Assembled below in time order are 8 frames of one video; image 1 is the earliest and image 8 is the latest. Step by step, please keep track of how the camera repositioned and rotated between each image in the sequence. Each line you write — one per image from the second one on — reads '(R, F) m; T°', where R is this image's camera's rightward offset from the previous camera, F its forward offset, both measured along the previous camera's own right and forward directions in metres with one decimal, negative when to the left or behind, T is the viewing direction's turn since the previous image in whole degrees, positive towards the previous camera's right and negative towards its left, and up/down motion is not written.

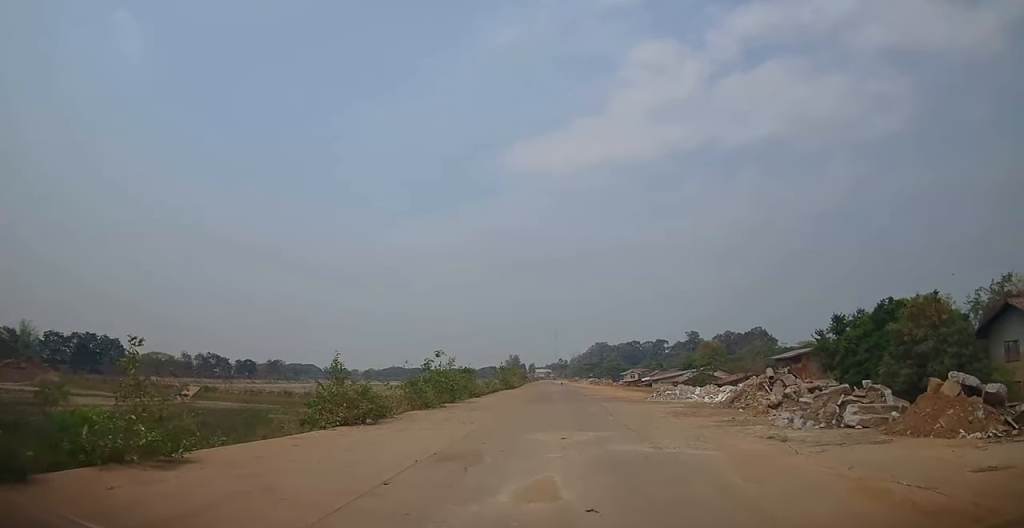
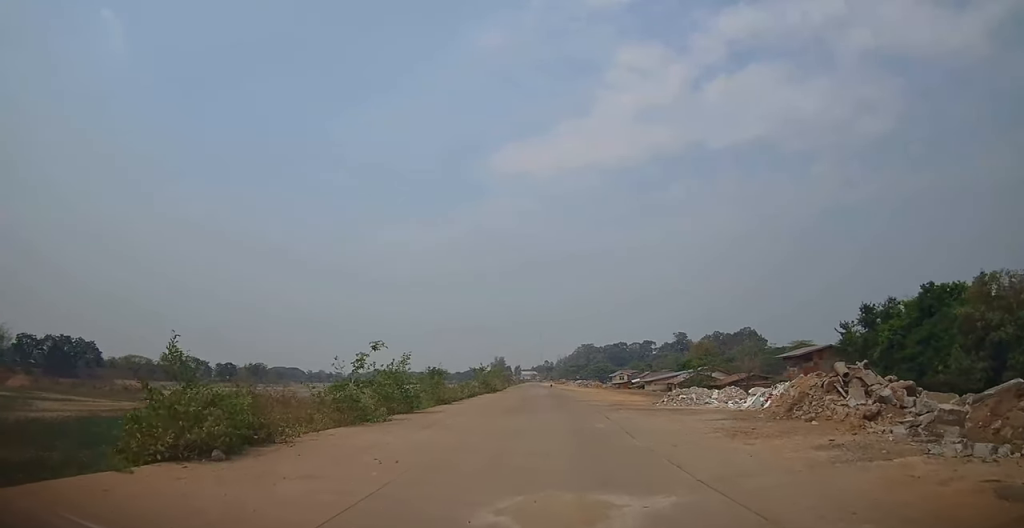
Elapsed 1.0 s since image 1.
(0.0, +6.2) m; 0°
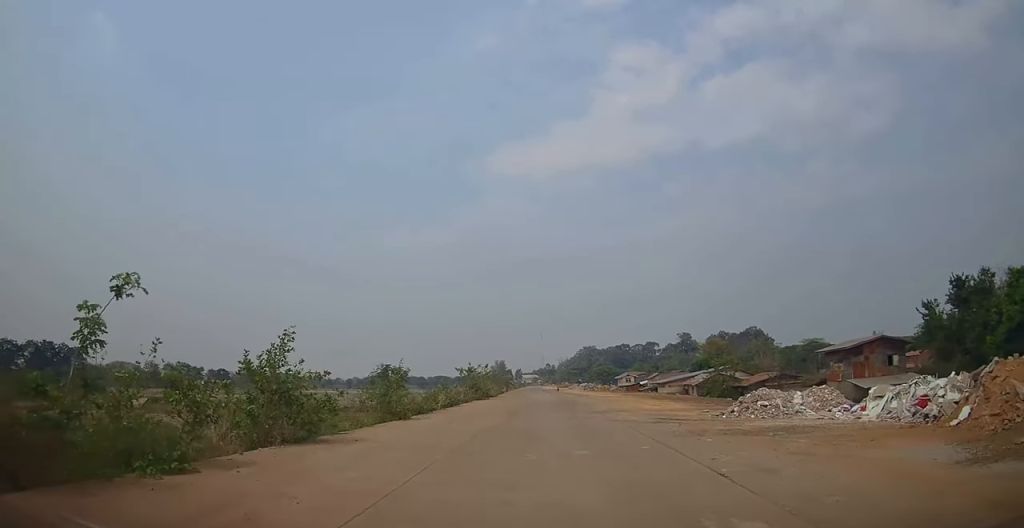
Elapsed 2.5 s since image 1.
(0.0, +9.5) m; 0°
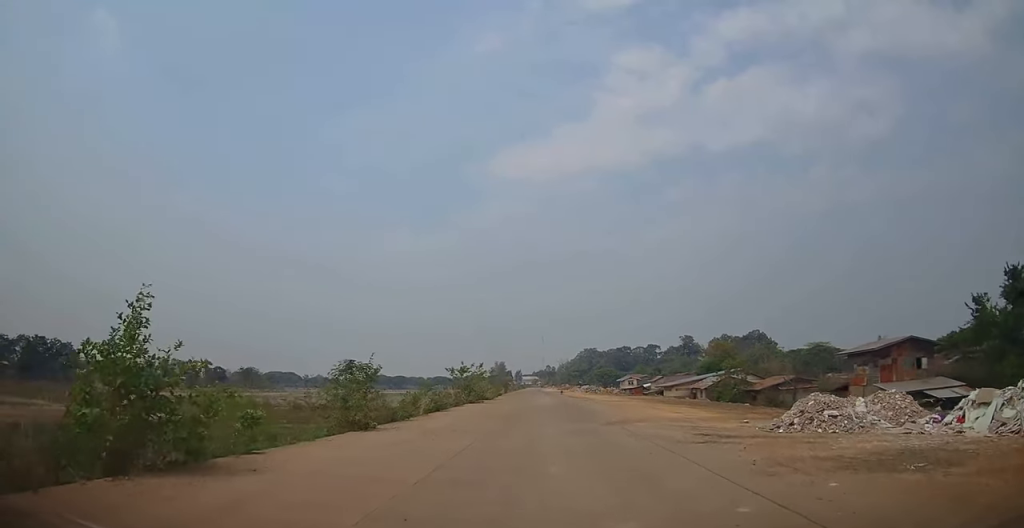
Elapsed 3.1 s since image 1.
(0.0, +4.2) m; 0°
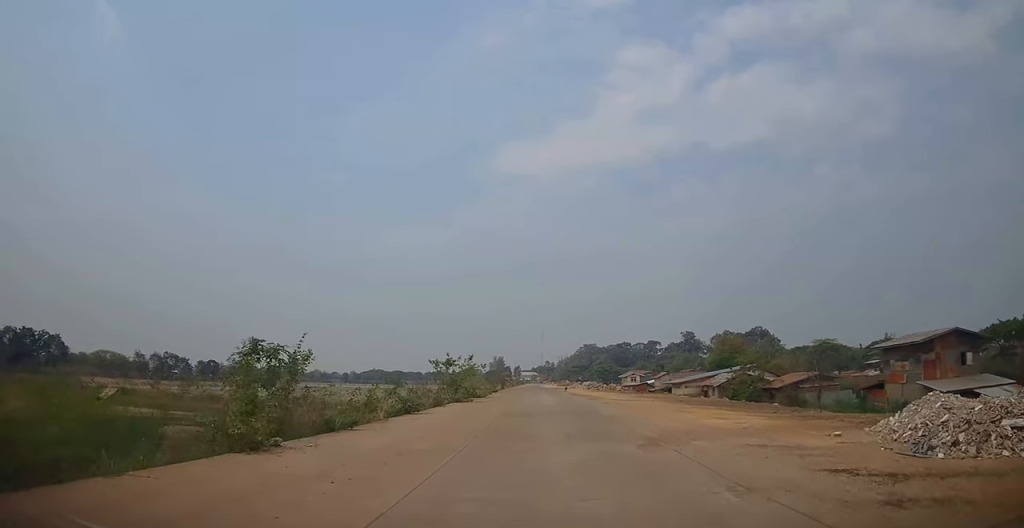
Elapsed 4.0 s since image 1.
(0.0, +6.0) m; +2°
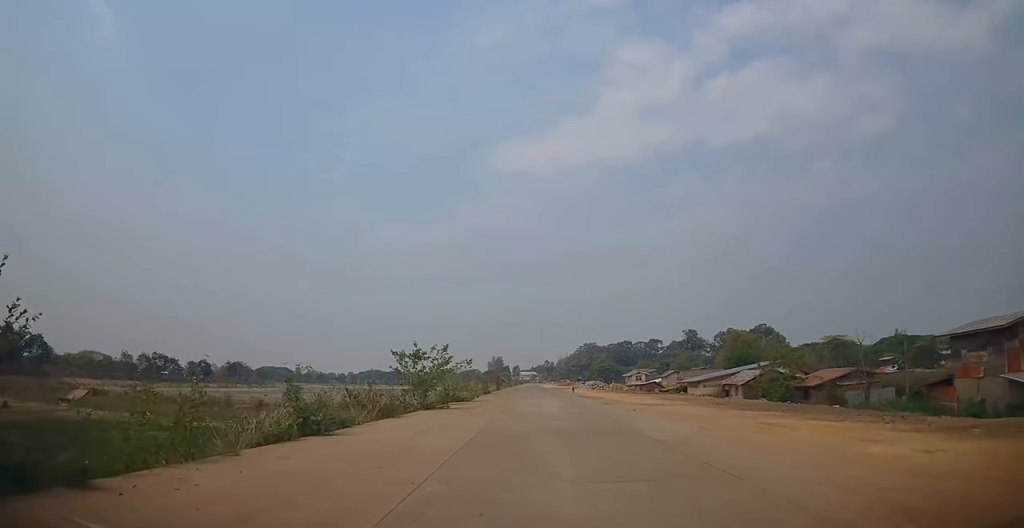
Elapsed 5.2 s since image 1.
(+0.4, +8.9) m; +4°
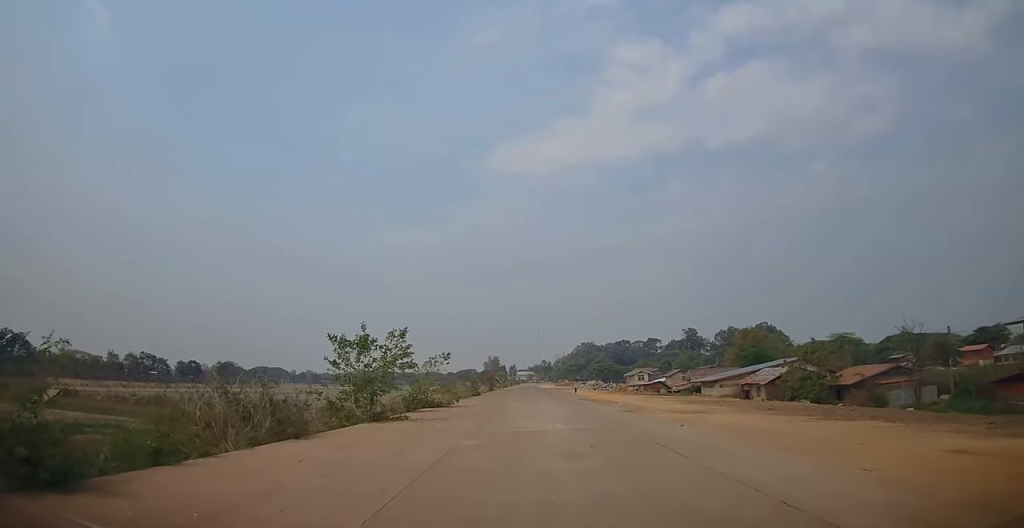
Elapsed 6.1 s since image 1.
(+0.1, +7.4) m; +1°
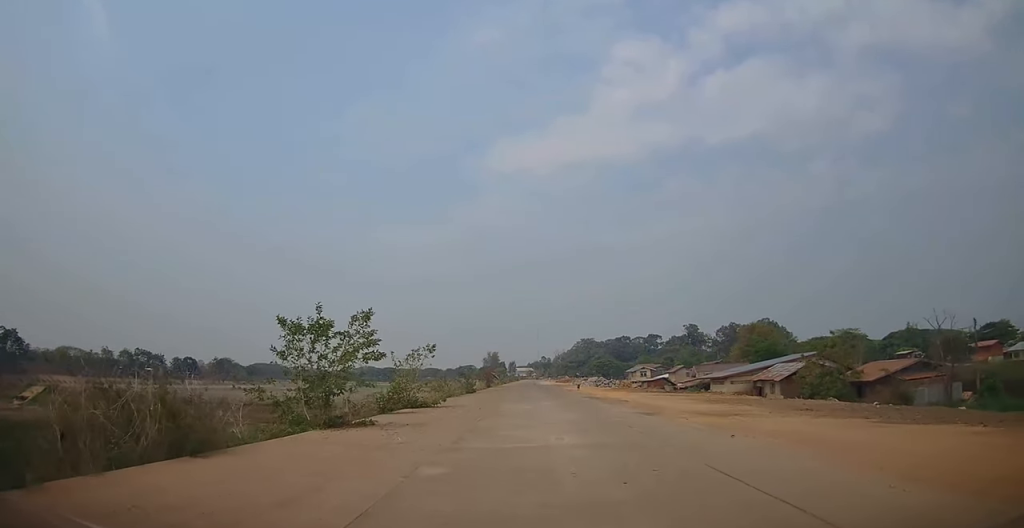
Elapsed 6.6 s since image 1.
(0.0, +3.6) m; 0°
